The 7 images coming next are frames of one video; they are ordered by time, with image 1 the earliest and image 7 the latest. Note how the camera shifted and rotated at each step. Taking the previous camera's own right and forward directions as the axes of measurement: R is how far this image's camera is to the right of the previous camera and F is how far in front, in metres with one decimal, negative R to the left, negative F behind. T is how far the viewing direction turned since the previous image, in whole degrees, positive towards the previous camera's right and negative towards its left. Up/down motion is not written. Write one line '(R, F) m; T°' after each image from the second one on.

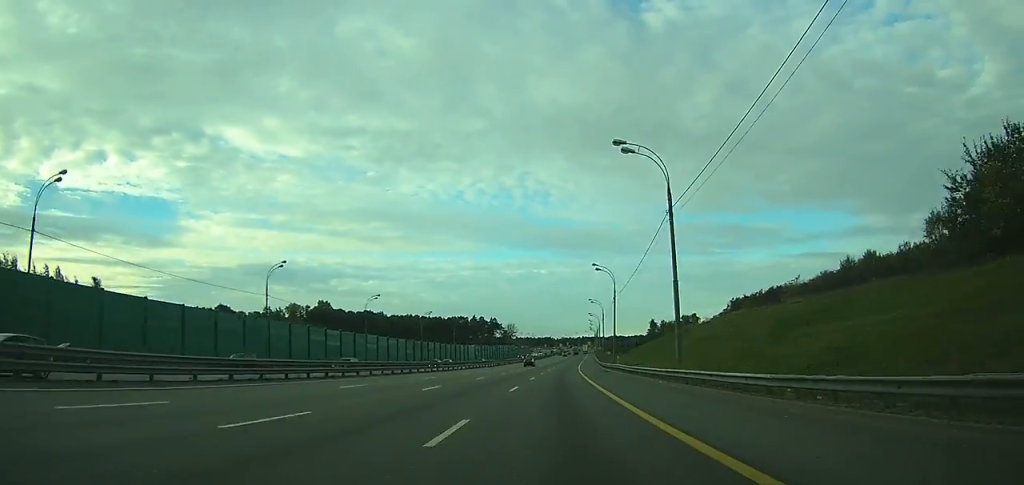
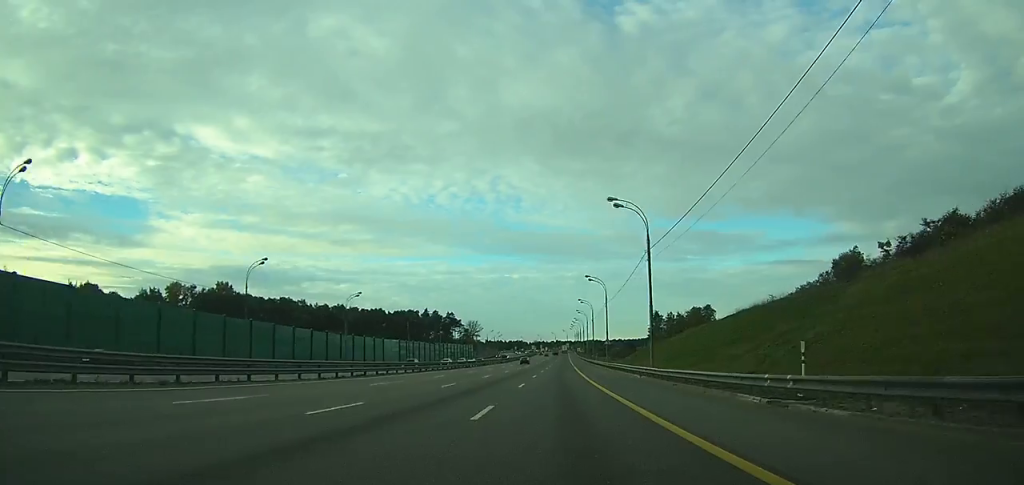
(+1.1, +74.8) m; +2°
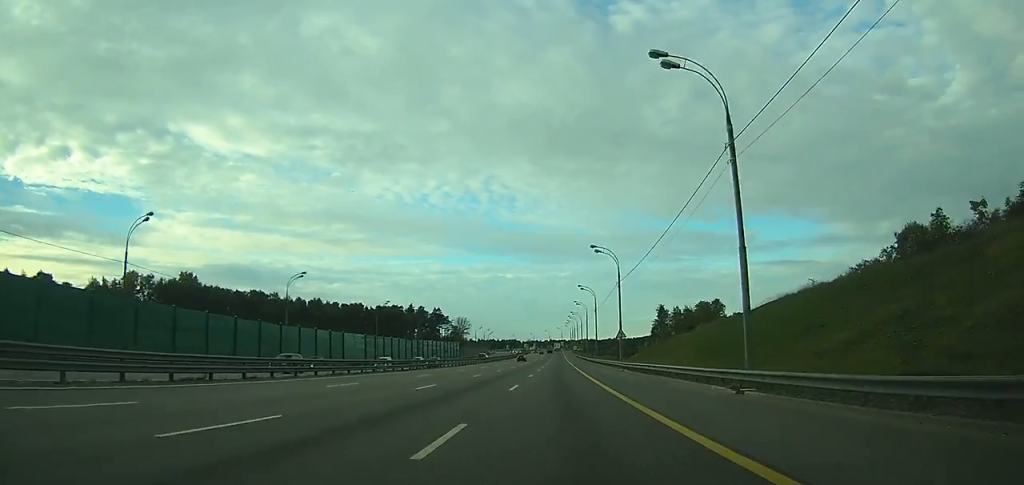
(-0.1, +21.4) m; +1°
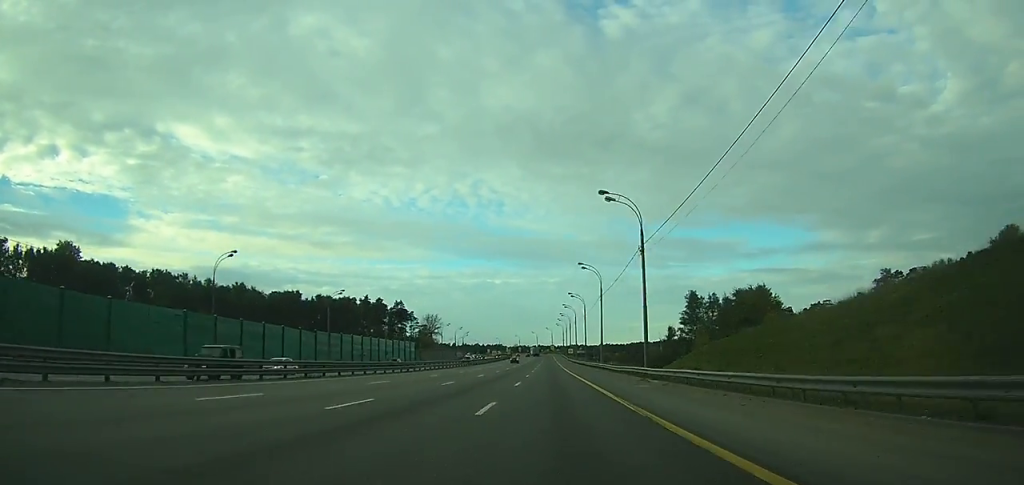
(+1.0, +57.6) m; +1°
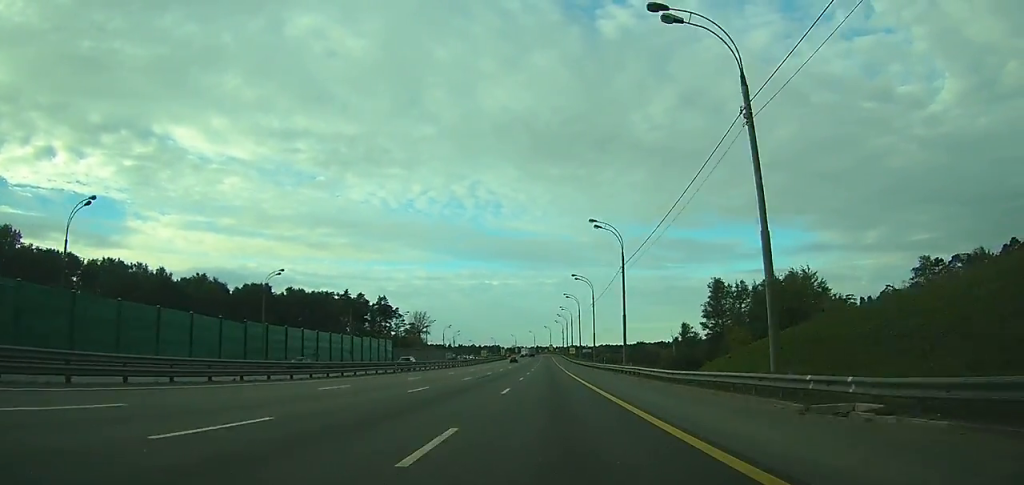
(+0.1, +22.9) m; 0°
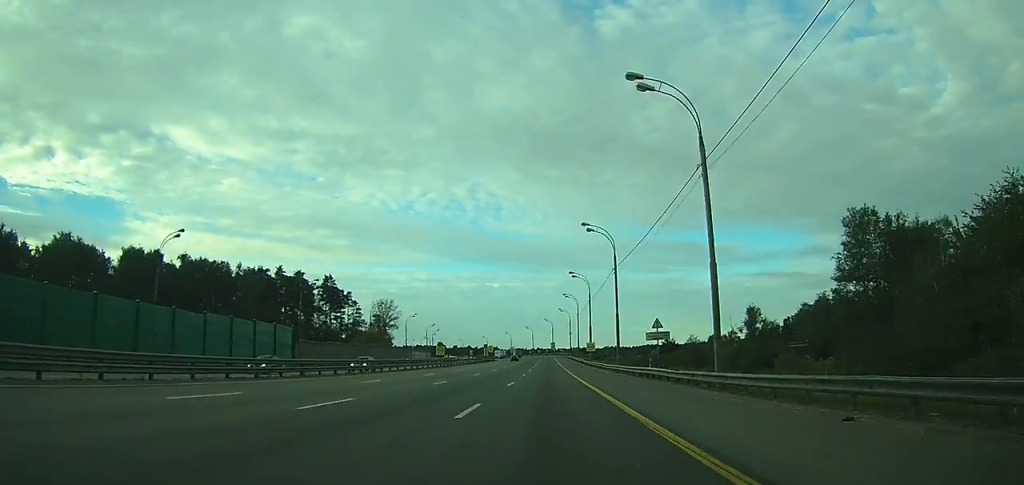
(+0.3, +58.6) m; 0°
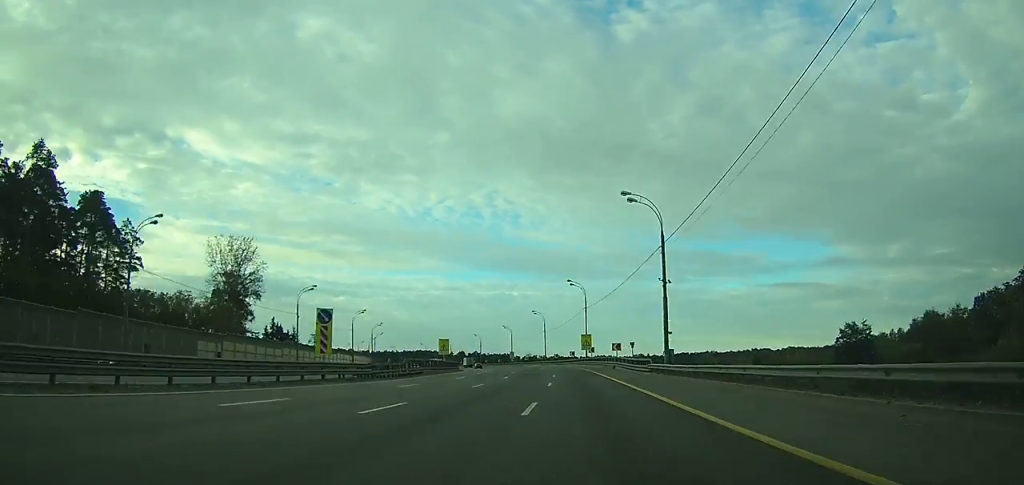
(-0.5, +112.6) m; -1°
